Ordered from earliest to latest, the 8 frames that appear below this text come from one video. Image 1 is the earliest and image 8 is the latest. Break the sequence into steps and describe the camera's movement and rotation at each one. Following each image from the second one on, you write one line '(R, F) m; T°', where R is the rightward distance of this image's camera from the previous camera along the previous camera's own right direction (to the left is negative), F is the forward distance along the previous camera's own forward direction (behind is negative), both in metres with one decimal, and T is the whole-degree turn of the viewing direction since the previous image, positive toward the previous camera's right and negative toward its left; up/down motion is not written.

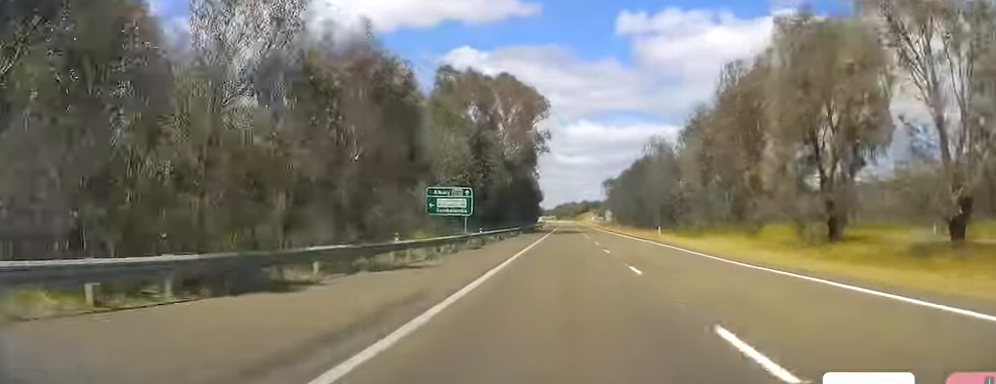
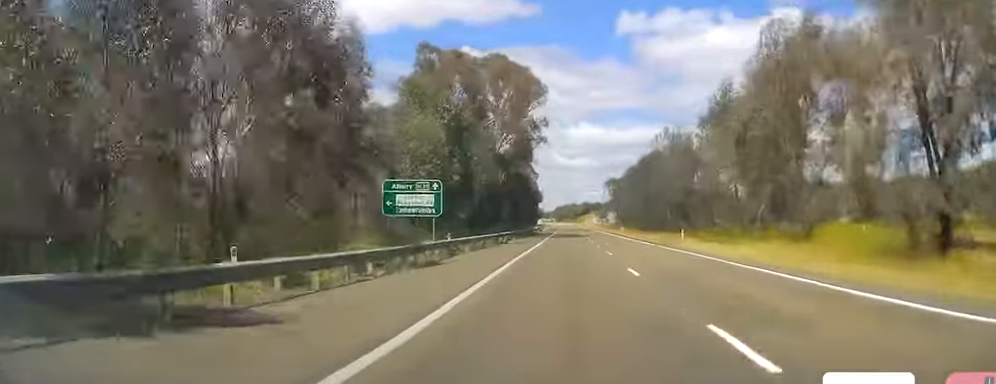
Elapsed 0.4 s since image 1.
(+0.1, +11.6) m; 0°
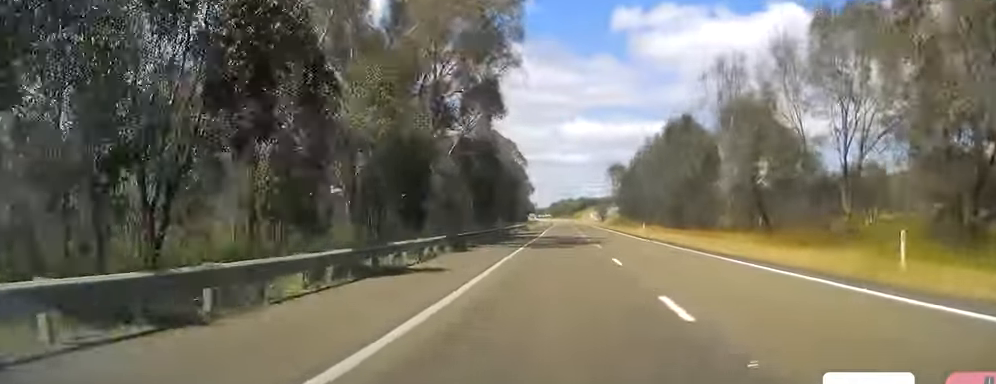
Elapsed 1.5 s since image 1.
(+0.1, +33.0) m; -1°
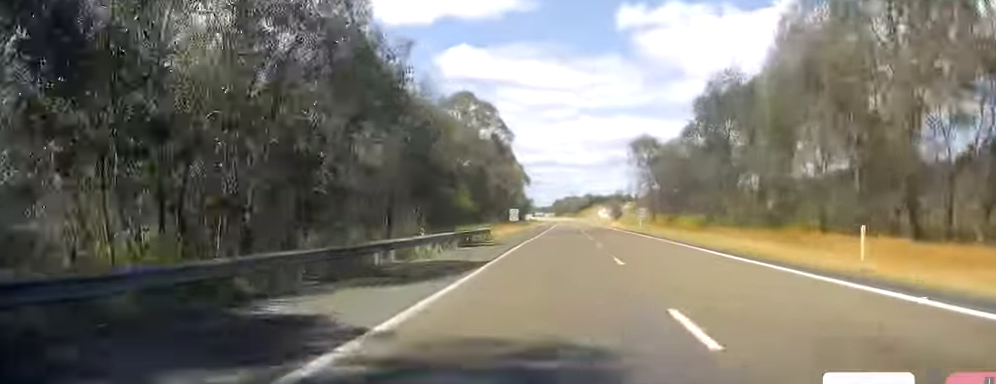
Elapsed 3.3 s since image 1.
(-0.6, +51.4) m; 0°
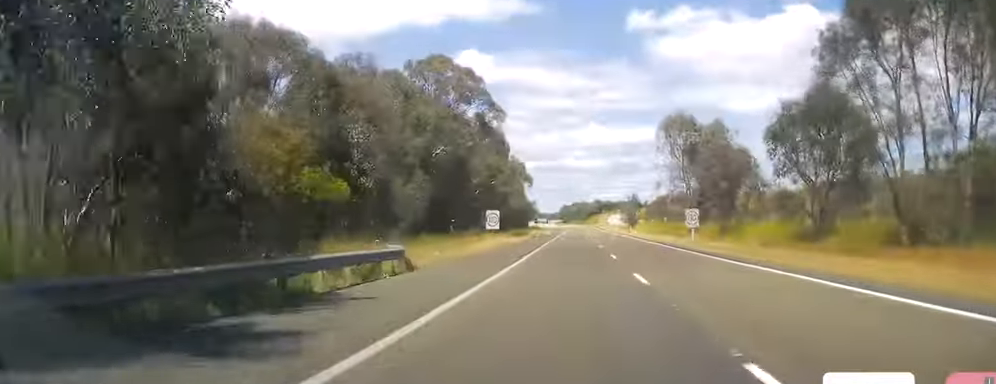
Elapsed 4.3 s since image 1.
(+0.3, +28.0) m; -1°
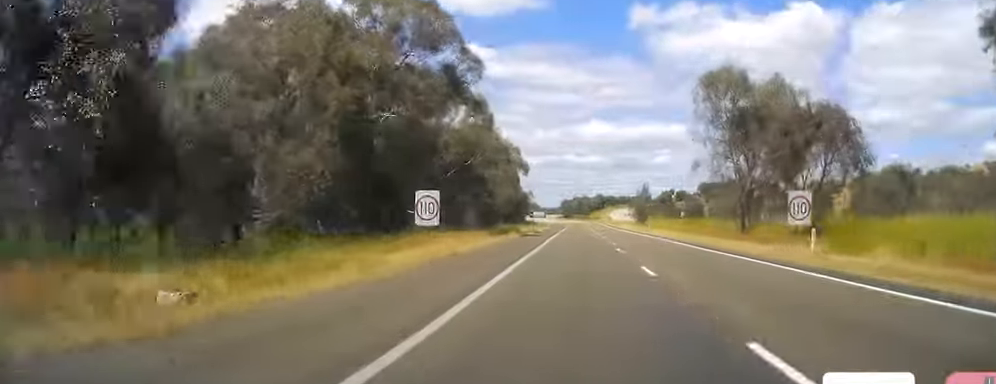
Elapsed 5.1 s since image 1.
(-0.5, +23.2) m; -1°
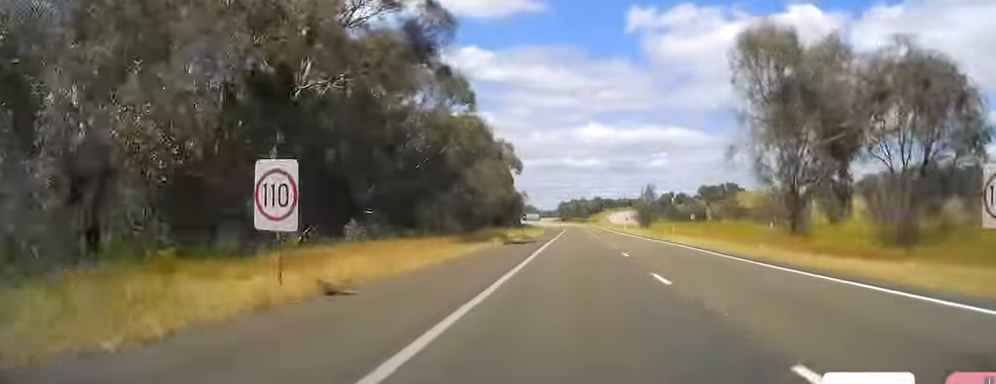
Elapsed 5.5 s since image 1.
(+0.1, +13.5) m; 0°
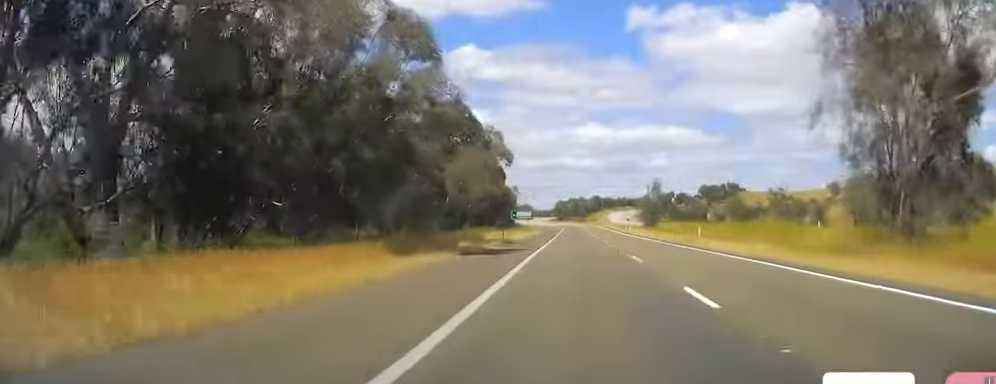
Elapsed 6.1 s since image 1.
(+0.2, +16.4) m; 0°
